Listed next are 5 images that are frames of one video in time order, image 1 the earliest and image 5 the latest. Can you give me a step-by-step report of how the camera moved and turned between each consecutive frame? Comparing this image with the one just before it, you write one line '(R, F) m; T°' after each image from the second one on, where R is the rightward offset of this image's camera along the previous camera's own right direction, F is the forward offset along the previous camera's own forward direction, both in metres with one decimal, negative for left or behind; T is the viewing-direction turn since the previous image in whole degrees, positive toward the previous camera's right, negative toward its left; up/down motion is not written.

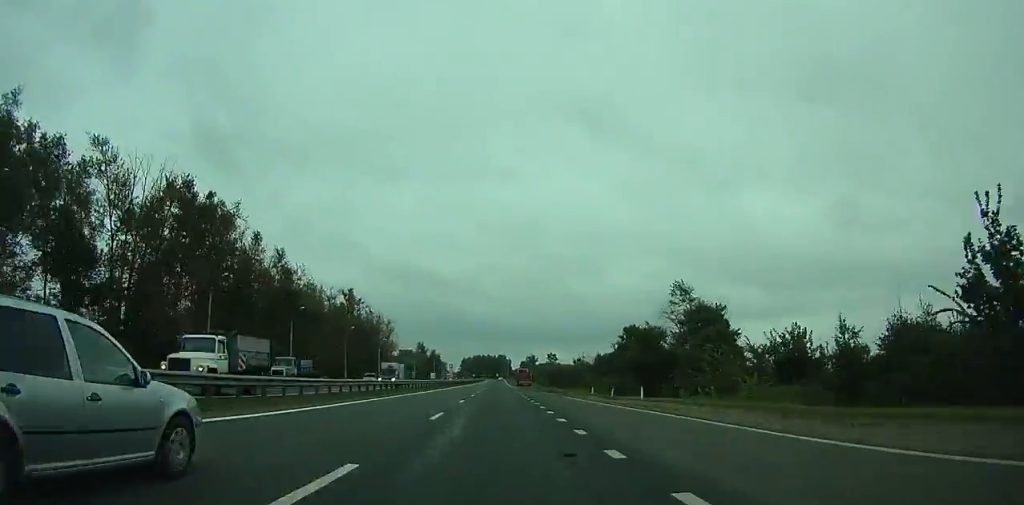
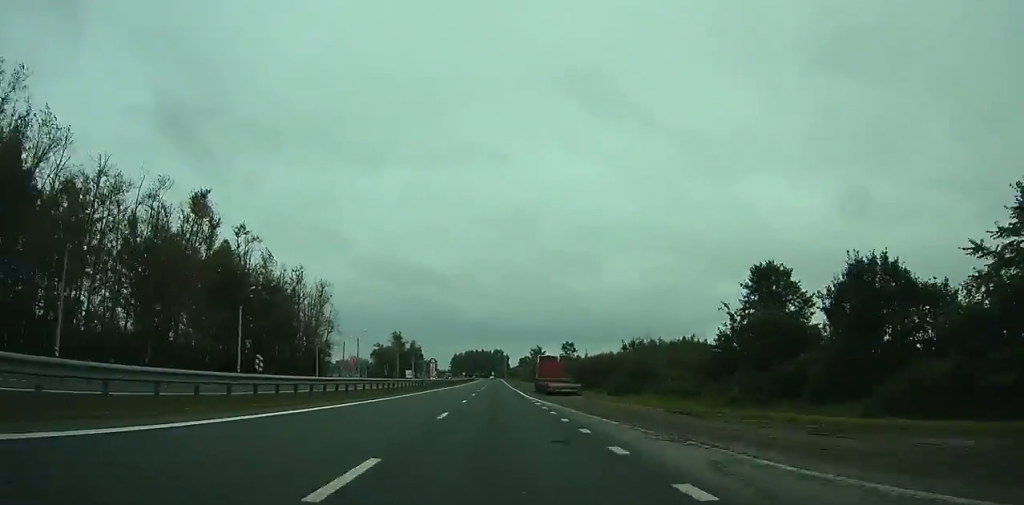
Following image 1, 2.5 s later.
(0.0, +70.1) m; 0°
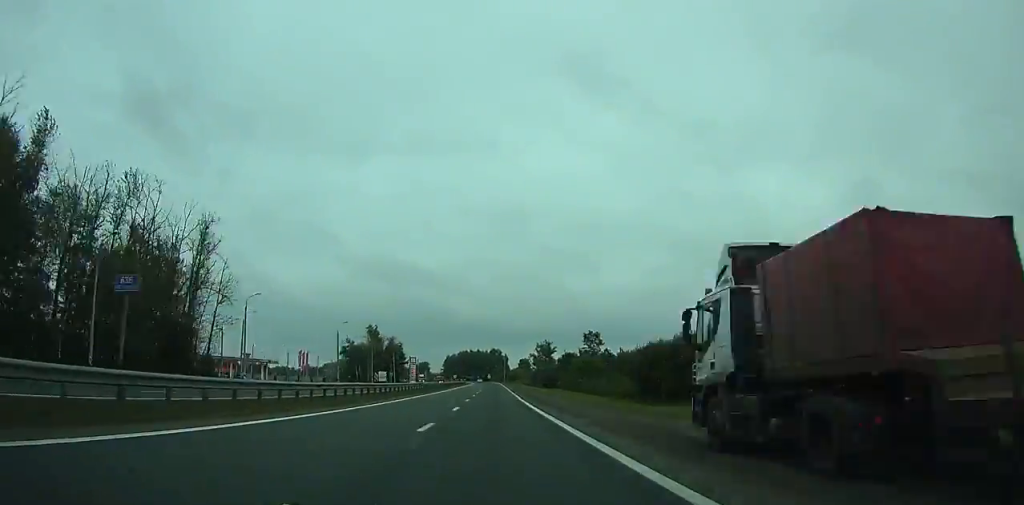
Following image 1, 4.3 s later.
(0.0, +50.2) m; 0°
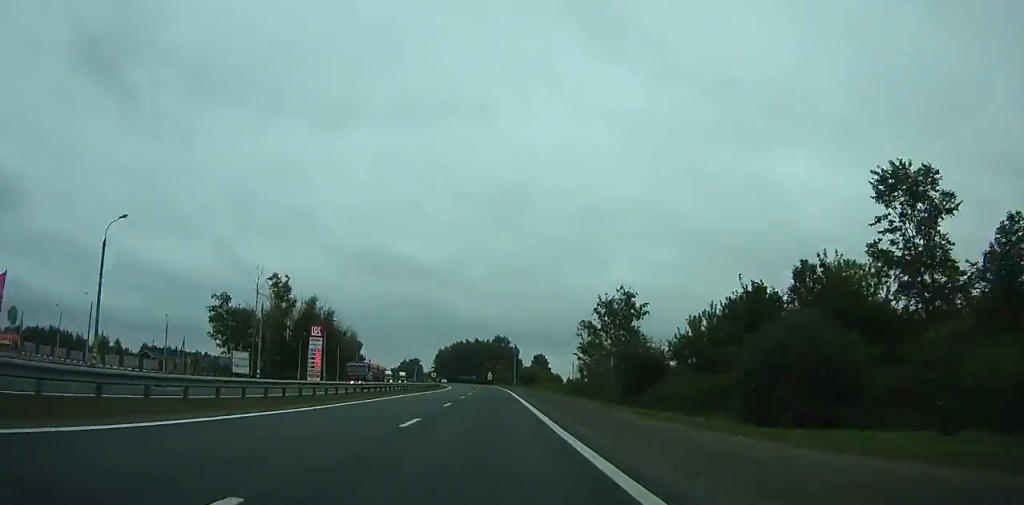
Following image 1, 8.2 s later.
(+0.1, +107.5) m; -1°
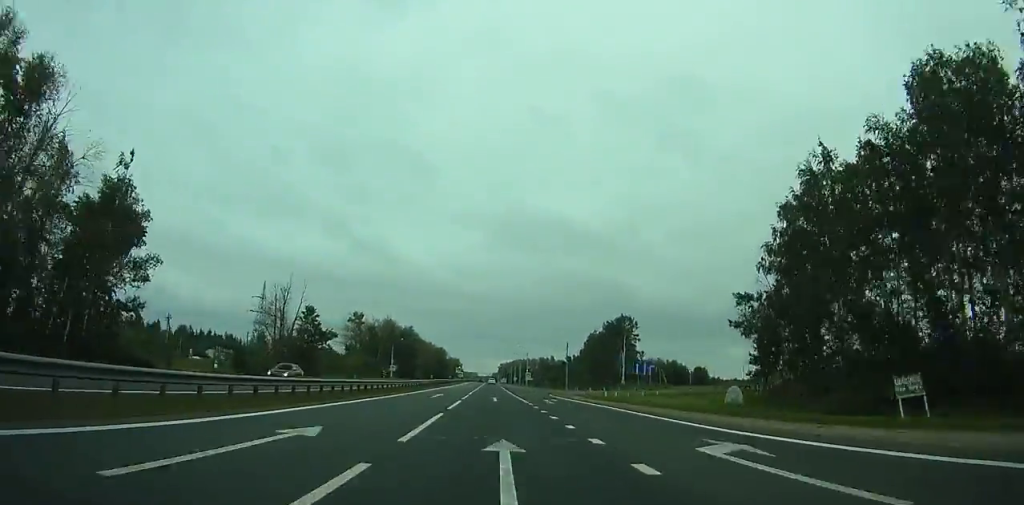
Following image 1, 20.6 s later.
(-45.0, +317.7) m; -18°
